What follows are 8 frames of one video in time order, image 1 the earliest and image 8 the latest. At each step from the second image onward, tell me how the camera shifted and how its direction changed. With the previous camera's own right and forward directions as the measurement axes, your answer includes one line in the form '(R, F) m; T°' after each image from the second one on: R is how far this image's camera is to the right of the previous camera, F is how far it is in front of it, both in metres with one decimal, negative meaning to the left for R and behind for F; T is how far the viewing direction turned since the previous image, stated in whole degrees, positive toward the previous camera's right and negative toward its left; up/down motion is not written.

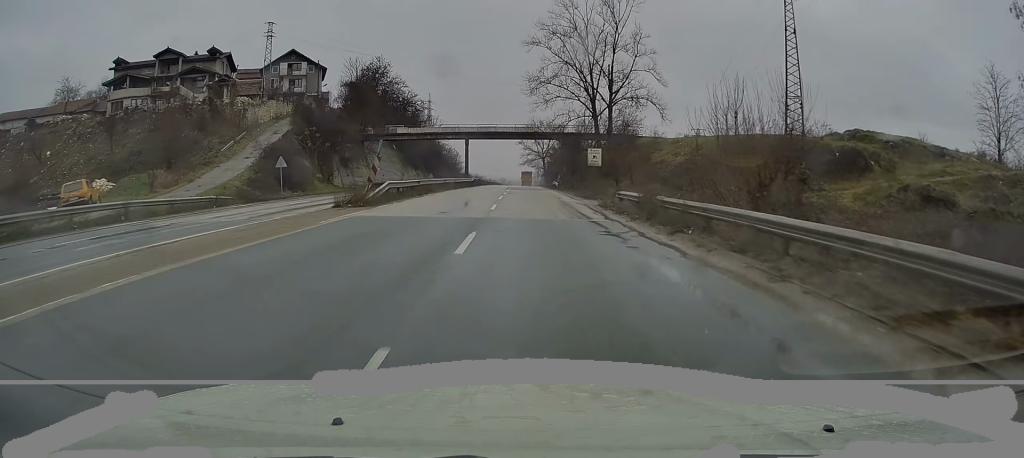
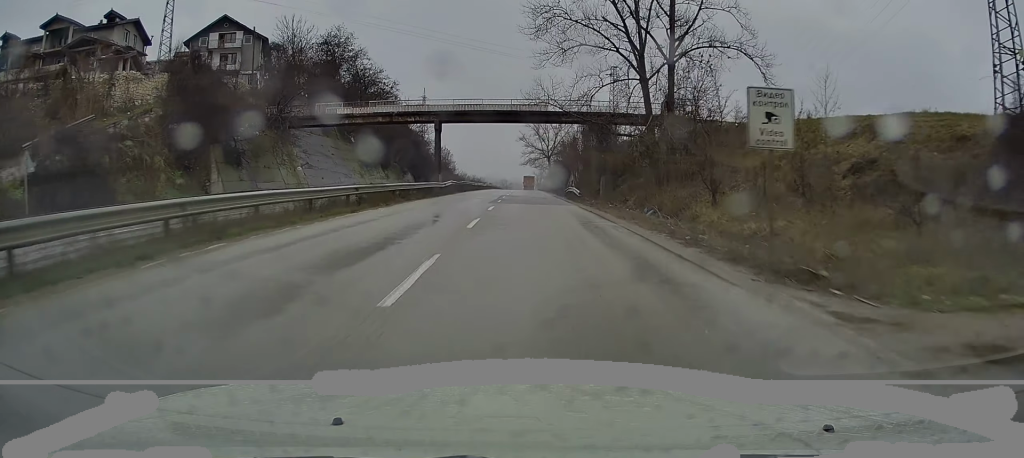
(-0.1, +24.5) m; -2°
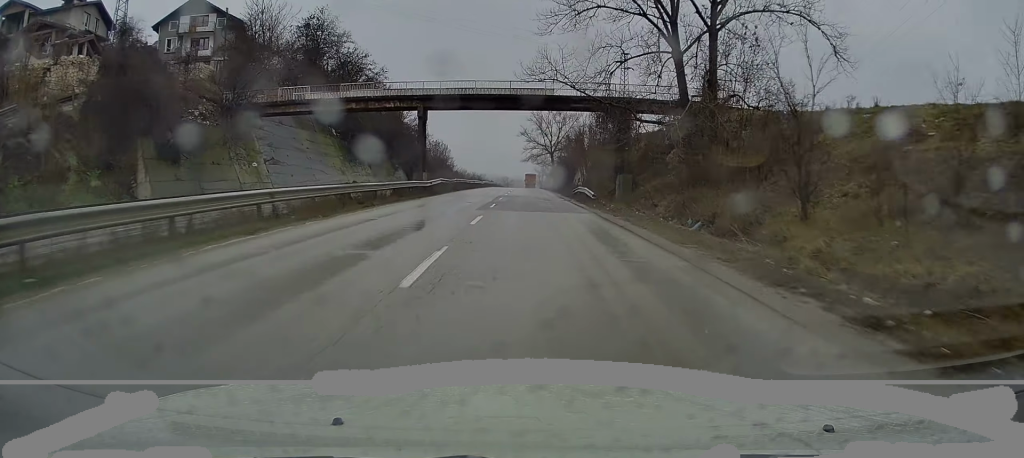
(-0.1, +7.7) m; 0°
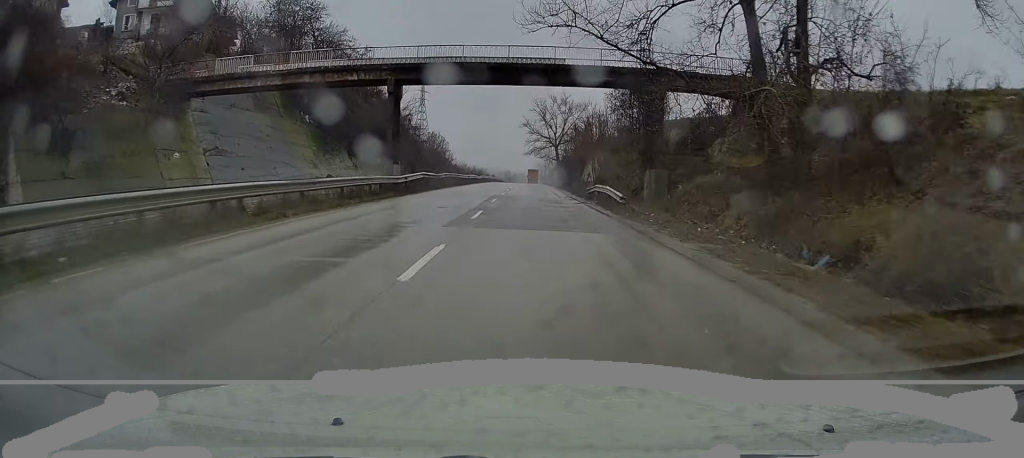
(-0.2, +9.0) m; 0°
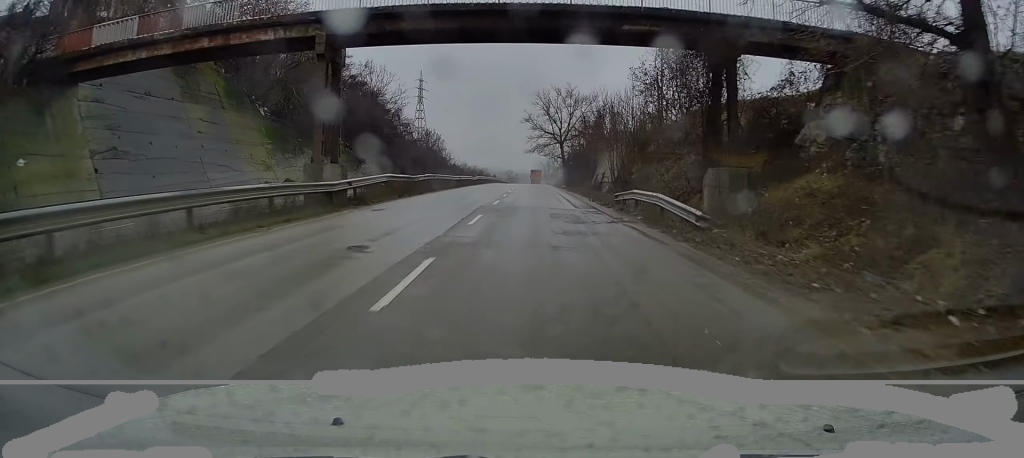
(+0.1, +10.3) m; 0°
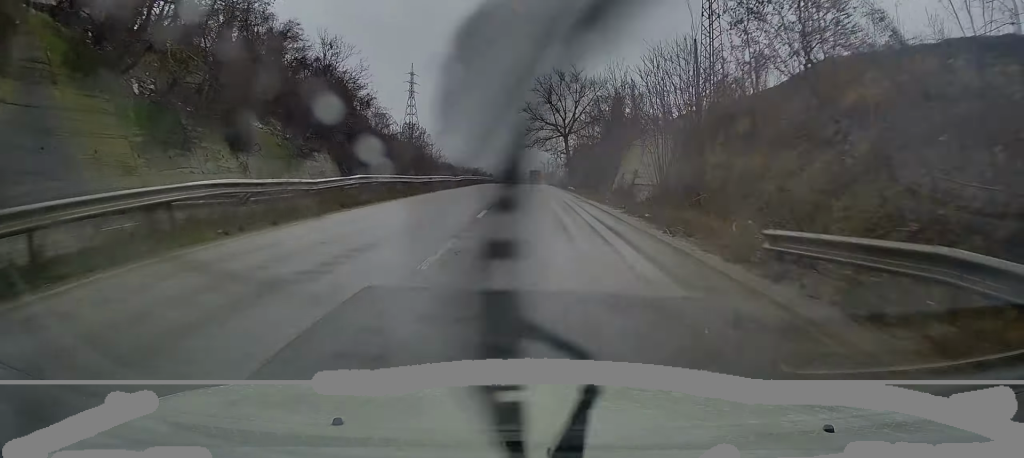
(+0.3, +16.2) m; +1°
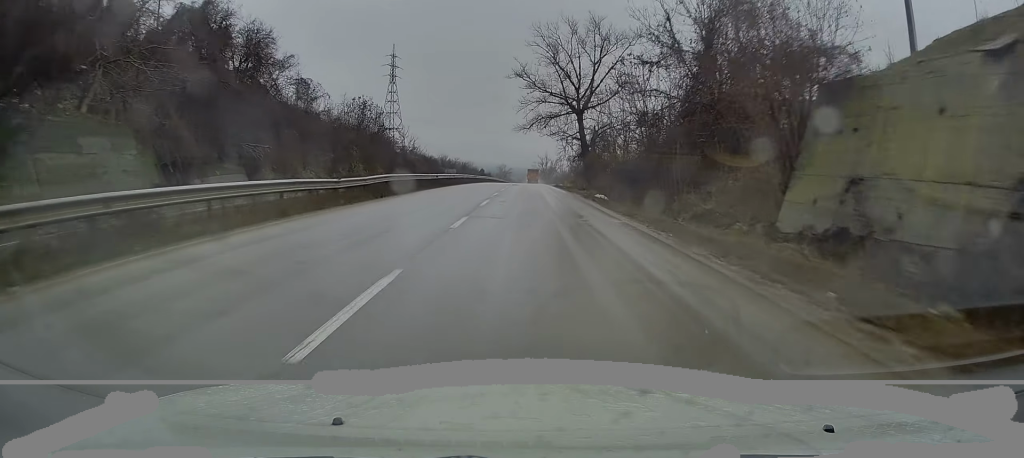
(-0.1, +30.2) m; 0°
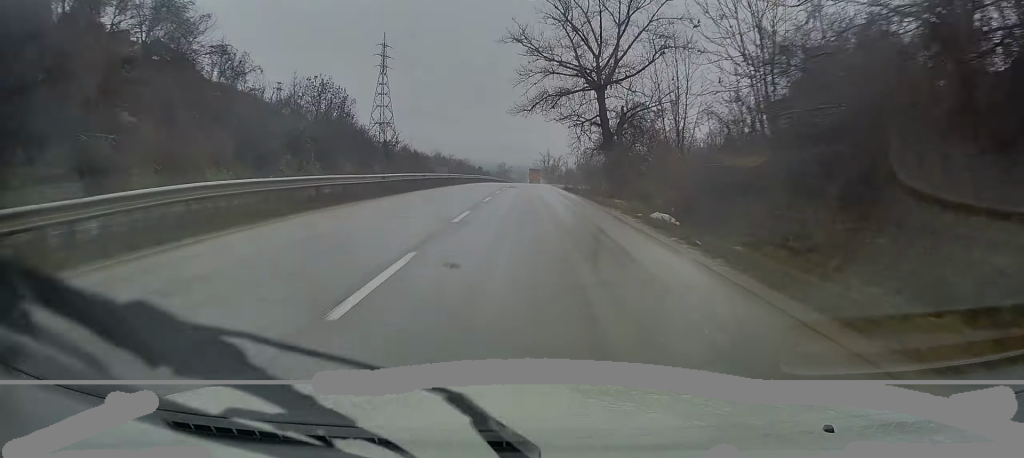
(0.0, +16.7) m; 0°
